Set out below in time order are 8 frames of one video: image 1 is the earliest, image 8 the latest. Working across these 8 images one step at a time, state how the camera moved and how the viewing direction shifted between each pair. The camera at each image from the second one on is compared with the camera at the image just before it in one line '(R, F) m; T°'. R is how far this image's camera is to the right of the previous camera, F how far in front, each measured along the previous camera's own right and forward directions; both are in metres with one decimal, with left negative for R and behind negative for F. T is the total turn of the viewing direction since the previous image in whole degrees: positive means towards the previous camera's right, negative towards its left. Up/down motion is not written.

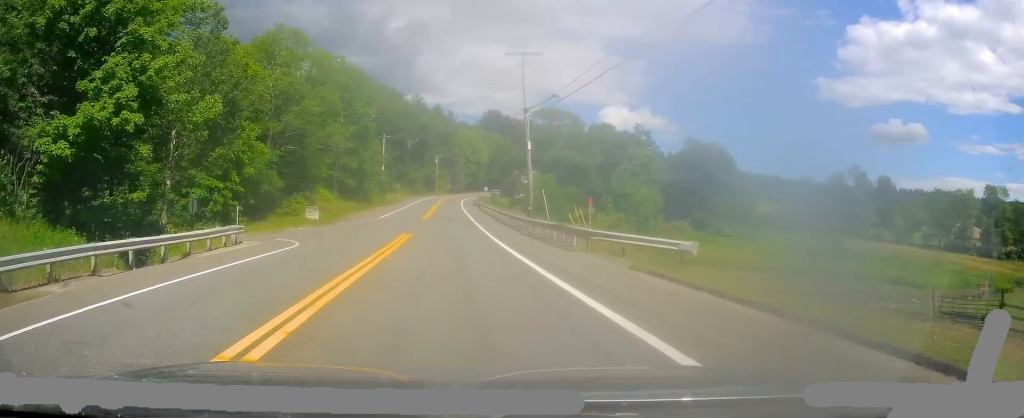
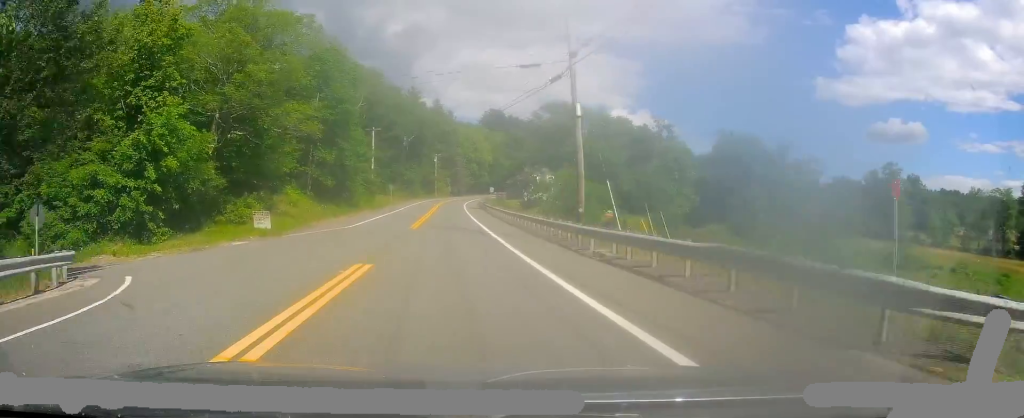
(-0.2, +14.1) m; 0°
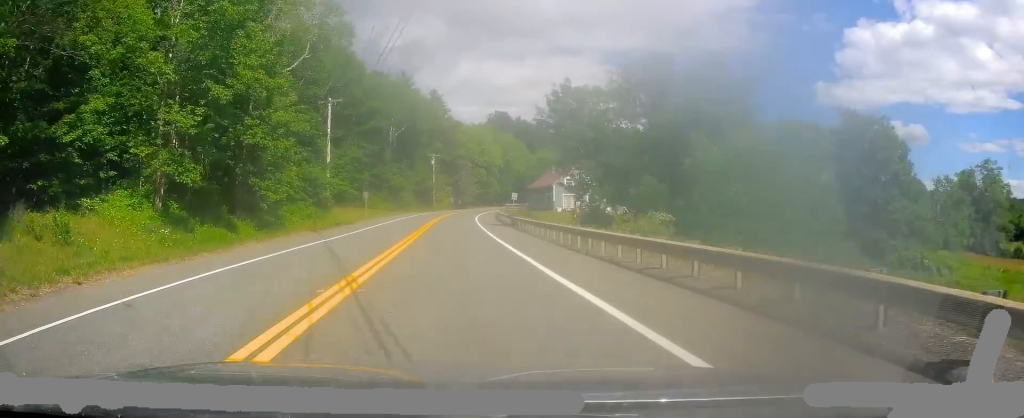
(+0.3, +32.4) m; 0°
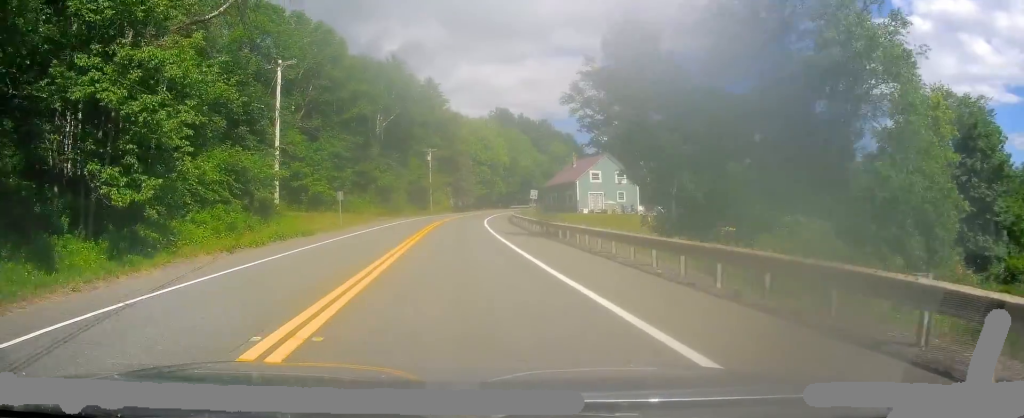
(-0.1, +16.1) m; -1°
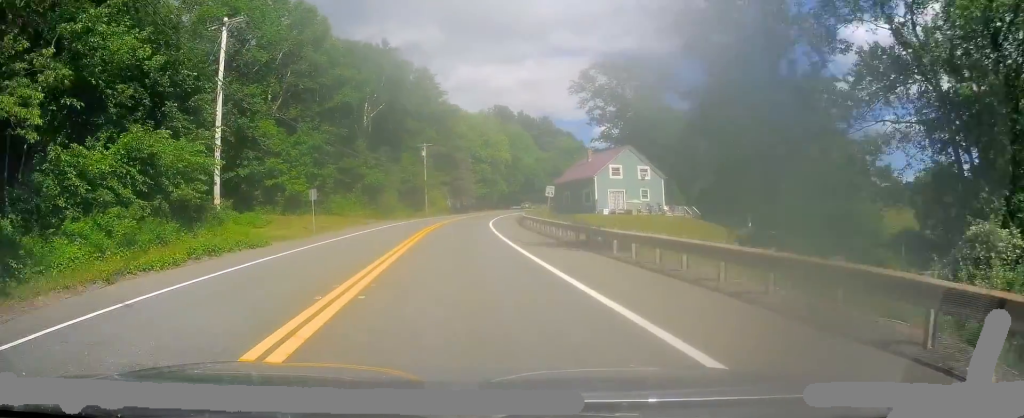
(-0.1, +8.9) m; 0°
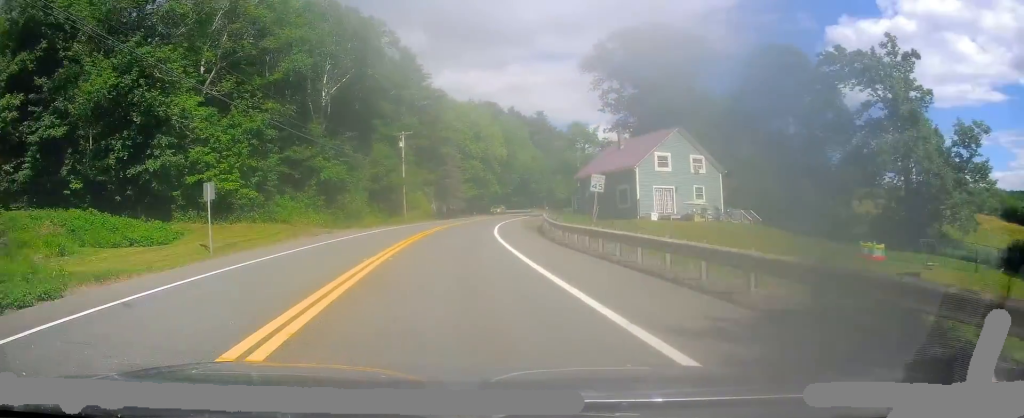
(0.0, +17.1) m; +1°
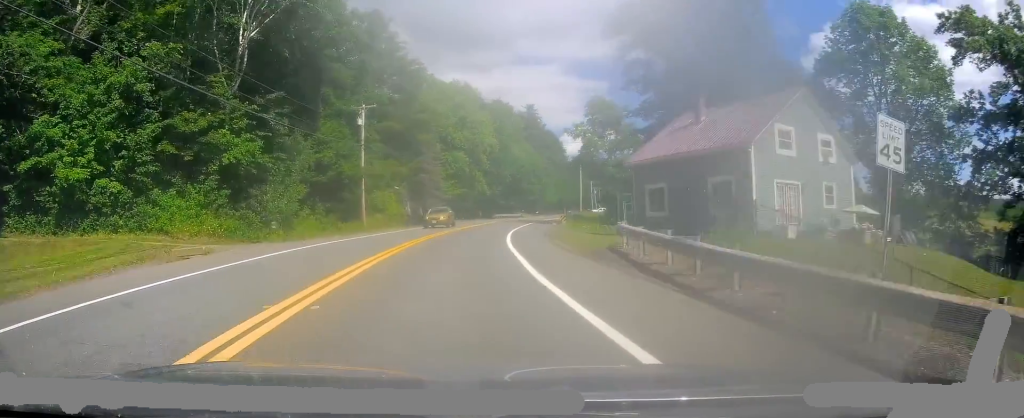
(+0.5, +19.6) m; +3°
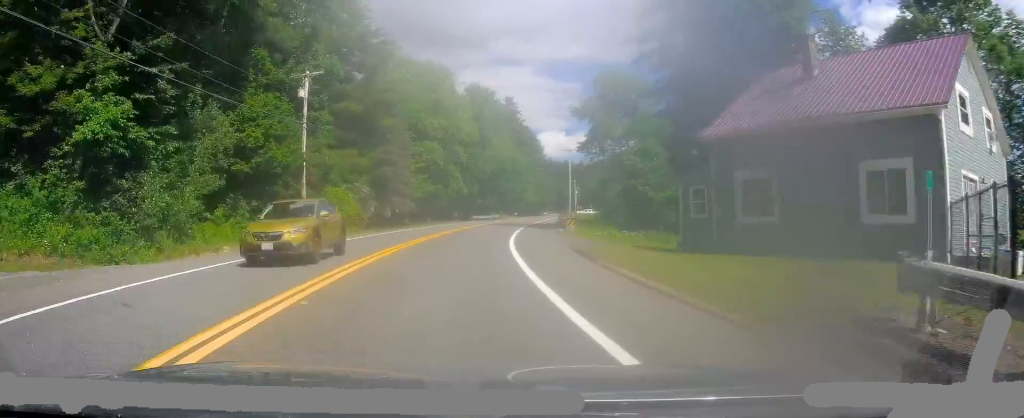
(+0.1, +12.2) m; +2°
